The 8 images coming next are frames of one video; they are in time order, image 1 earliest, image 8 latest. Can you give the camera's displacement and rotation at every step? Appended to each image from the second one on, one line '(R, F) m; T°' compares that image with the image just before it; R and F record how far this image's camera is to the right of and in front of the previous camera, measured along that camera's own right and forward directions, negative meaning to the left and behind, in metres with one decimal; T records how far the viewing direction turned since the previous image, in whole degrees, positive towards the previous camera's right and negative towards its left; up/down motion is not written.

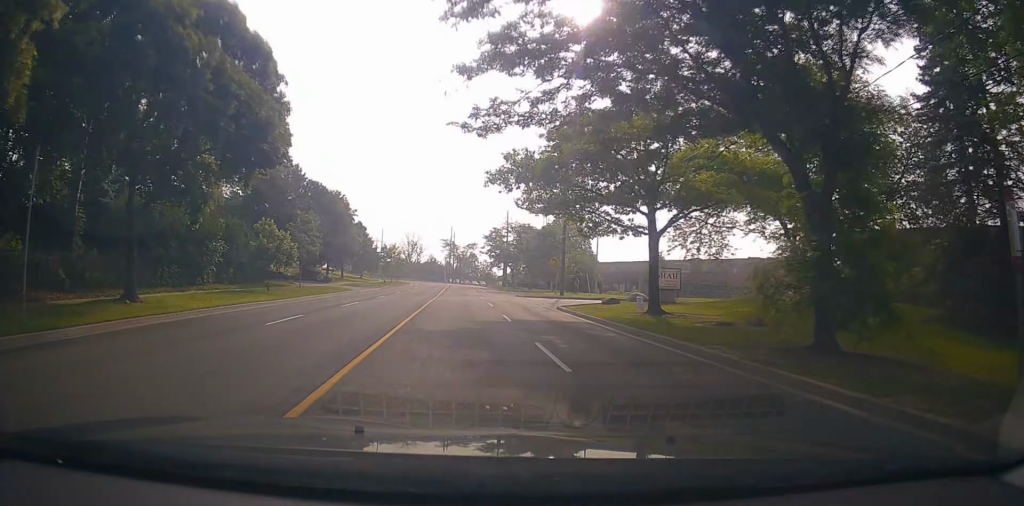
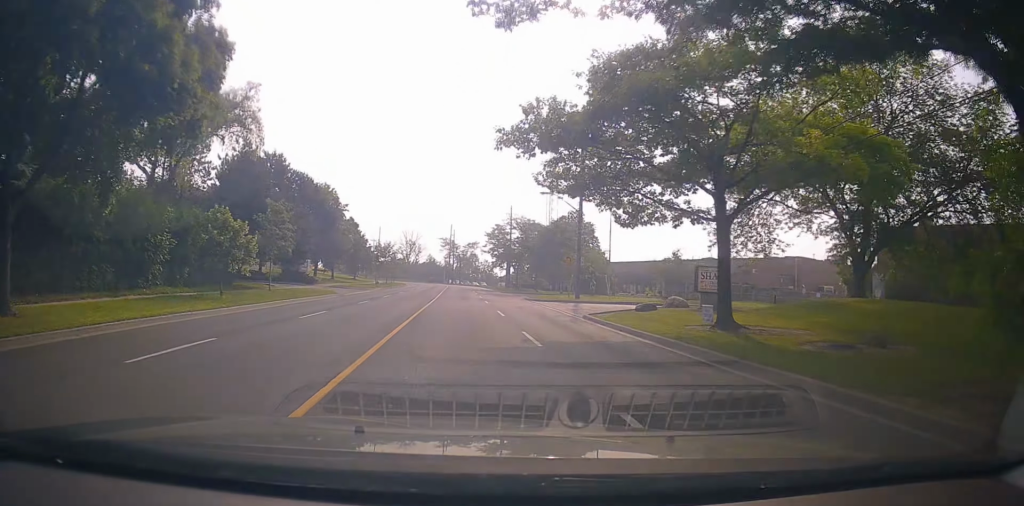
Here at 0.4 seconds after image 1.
(+0.2, +6.3) m; 0°
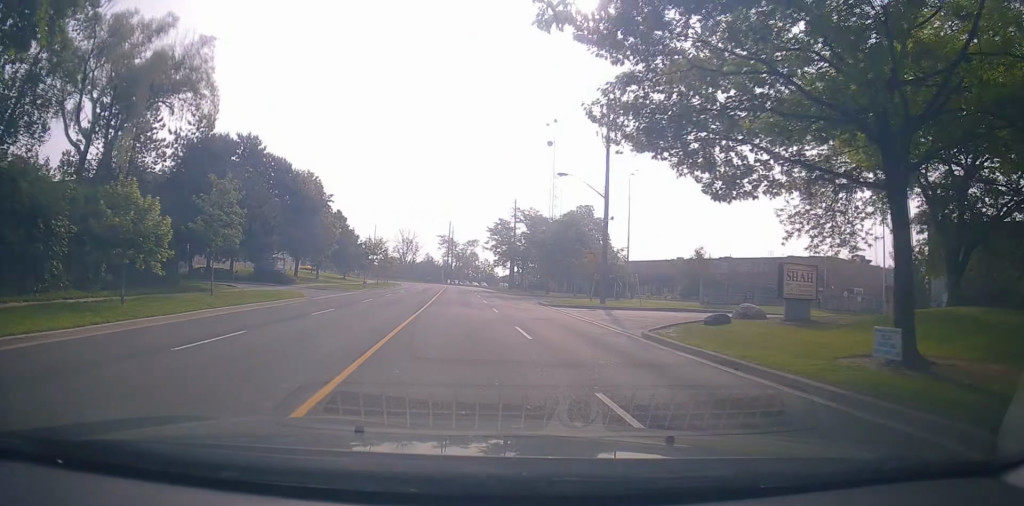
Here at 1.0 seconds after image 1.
(+0.4, +7.7) m; -1°
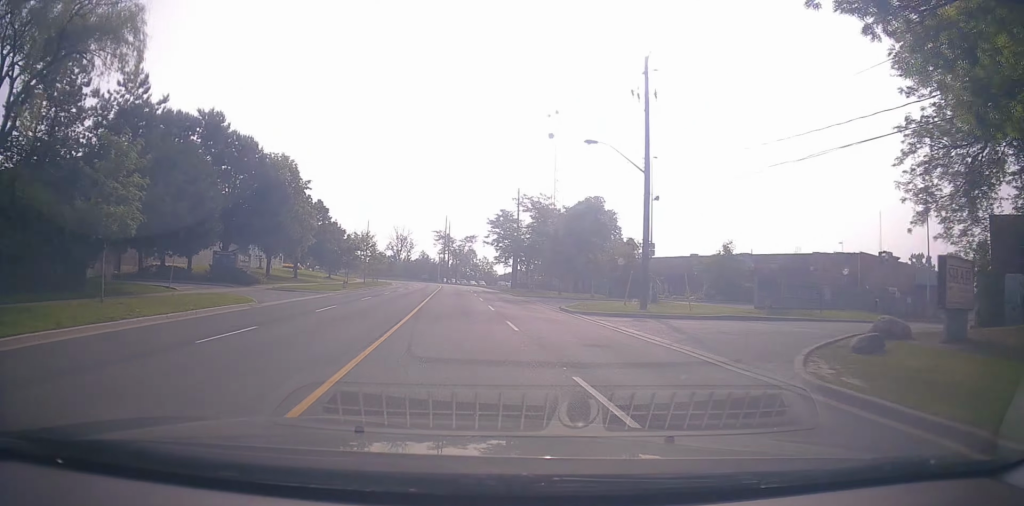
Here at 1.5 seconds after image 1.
(-0.3, +8.2) m; -1°
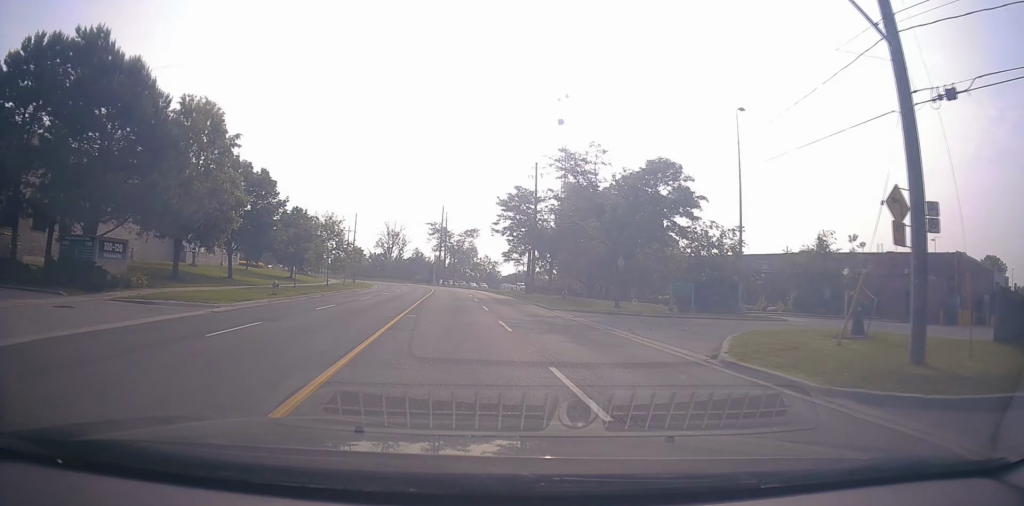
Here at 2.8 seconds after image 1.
(-0.4, +17.7) m; +1°
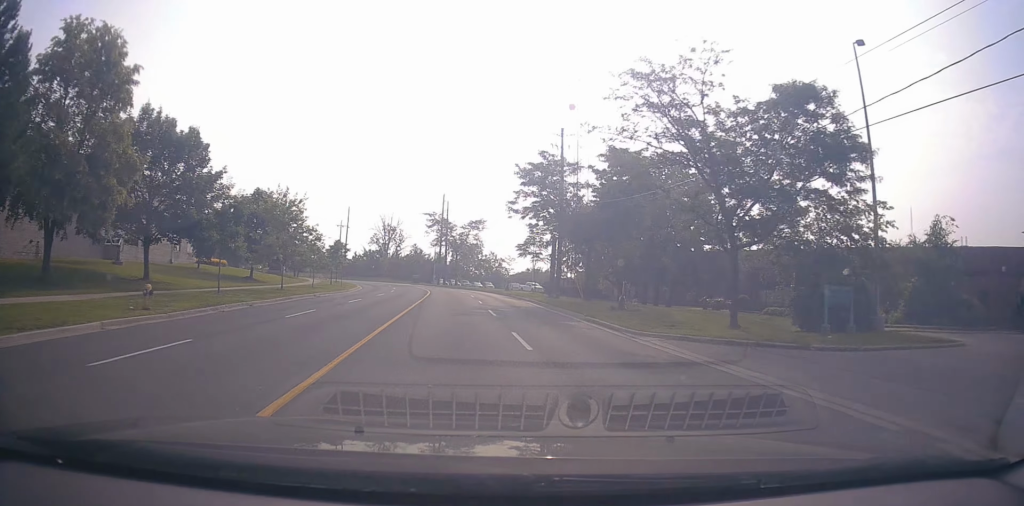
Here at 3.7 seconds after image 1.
(+0.4, +13.1) m; +1°
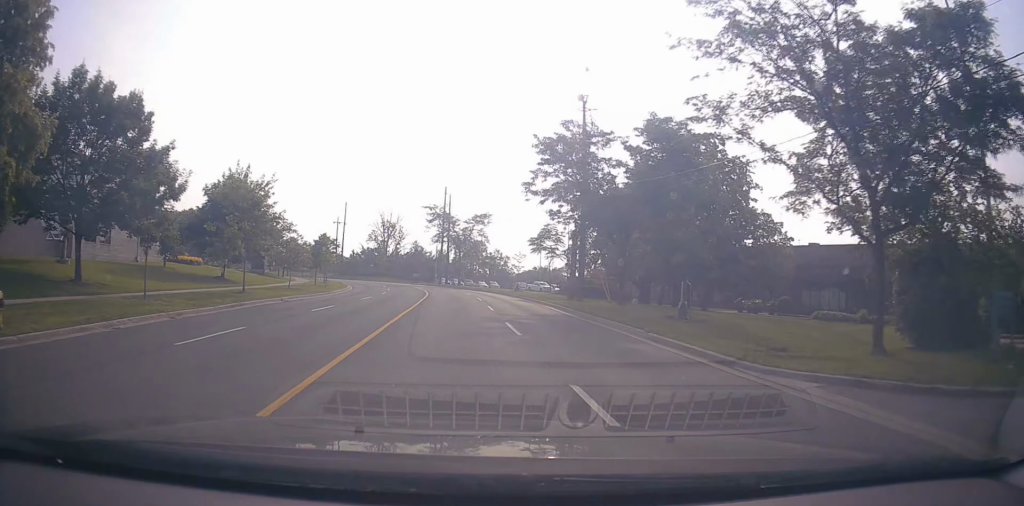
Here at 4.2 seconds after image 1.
(+0.2, +6.9) m; 0°
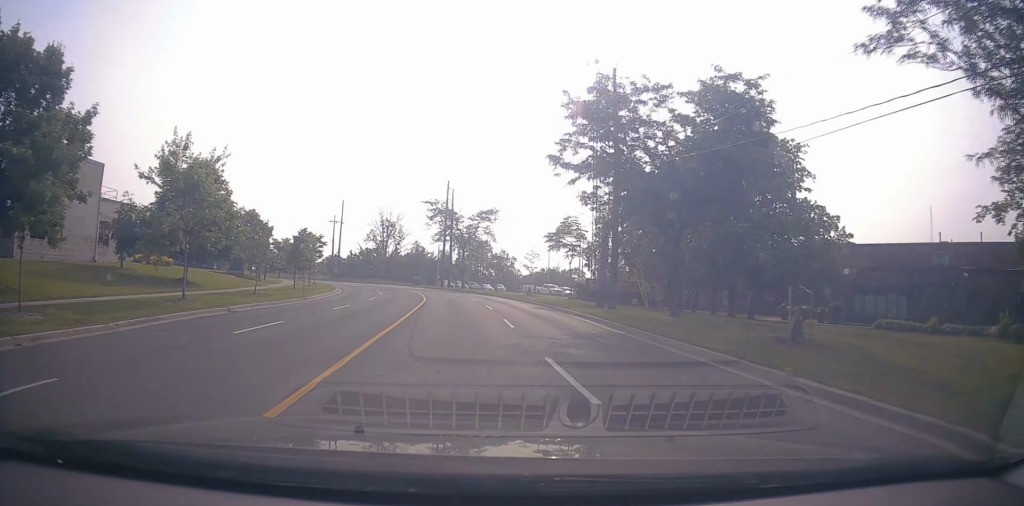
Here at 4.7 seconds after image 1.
(-0.3, +6.7) m; 0°
